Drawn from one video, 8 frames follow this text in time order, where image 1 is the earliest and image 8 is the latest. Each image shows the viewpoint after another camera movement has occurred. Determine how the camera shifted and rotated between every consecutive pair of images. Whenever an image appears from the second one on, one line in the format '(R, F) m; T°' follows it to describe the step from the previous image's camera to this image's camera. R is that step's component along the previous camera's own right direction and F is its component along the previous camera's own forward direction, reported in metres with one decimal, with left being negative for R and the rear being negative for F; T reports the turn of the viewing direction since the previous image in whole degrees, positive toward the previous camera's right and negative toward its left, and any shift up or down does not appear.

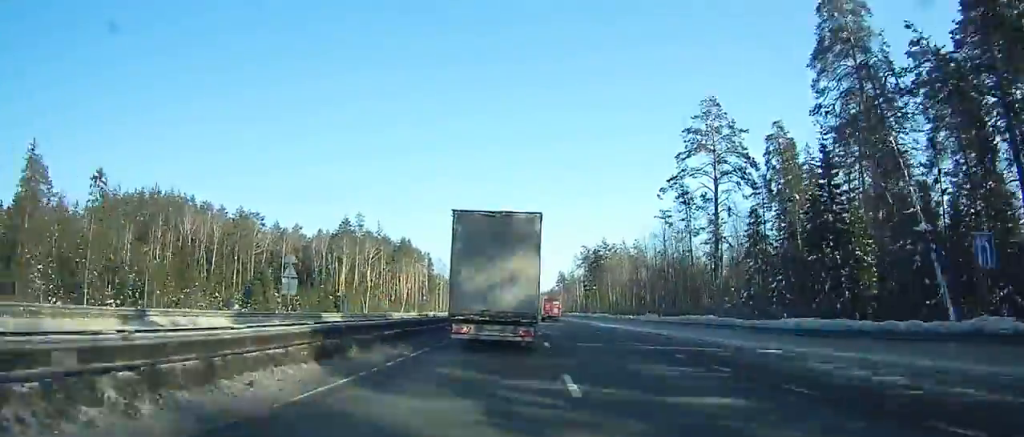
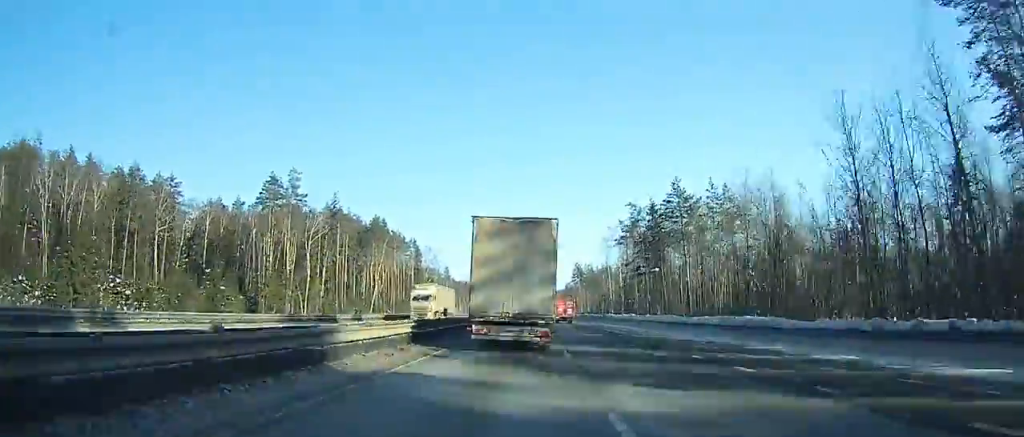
(-0.2, +53.3) m; 0°
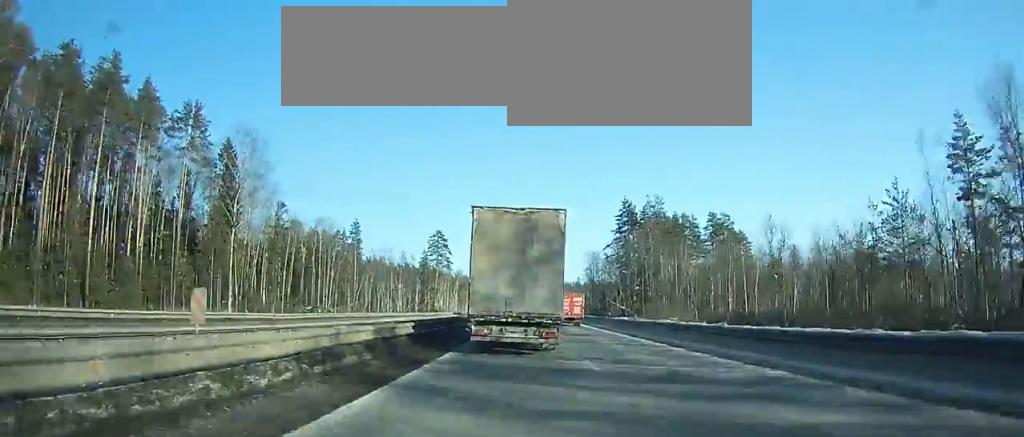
(+0.3, +148.1) m; 0°
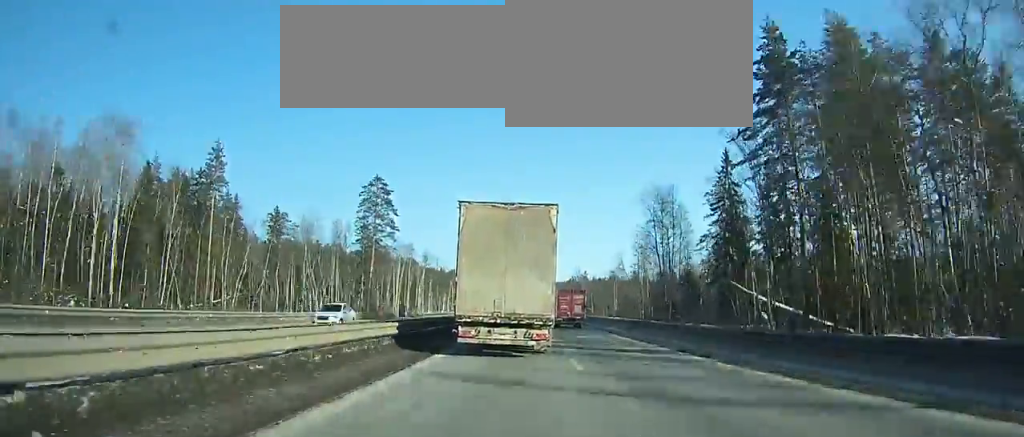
(0.0, +71.8) m; 0°
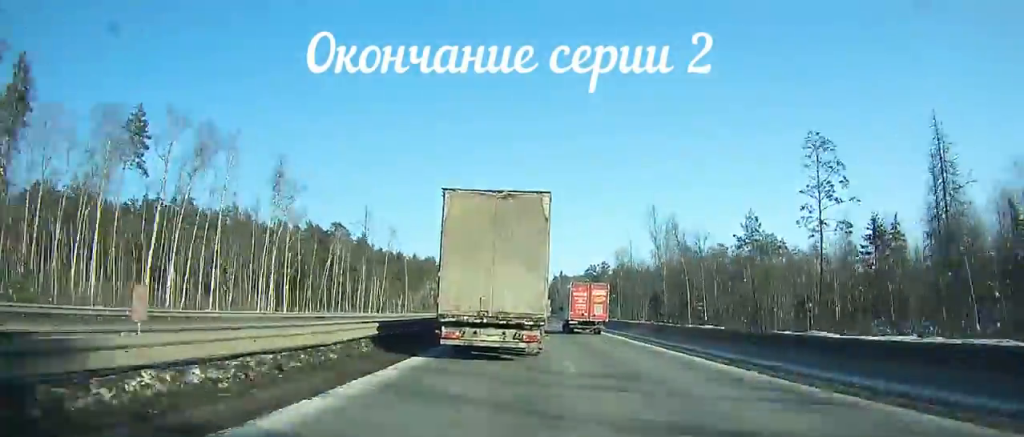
(0.0, +97.0) m; 0°
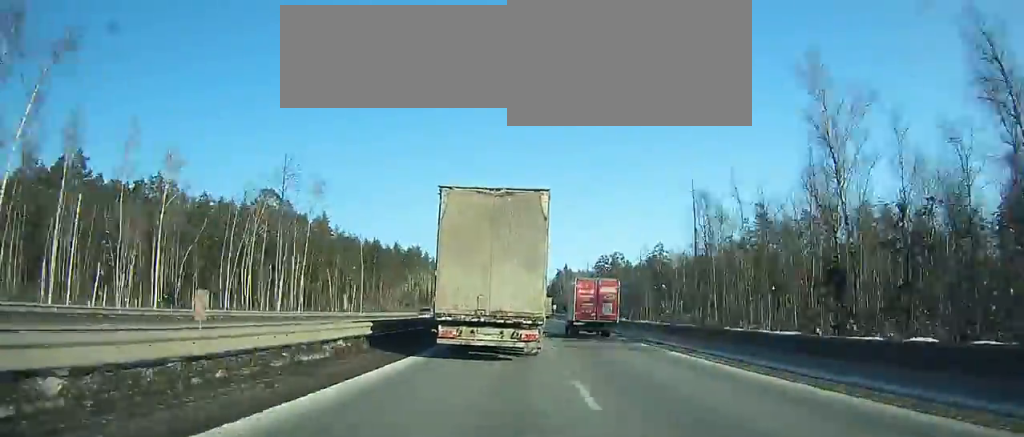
(0.0, +40.7) m; 0°
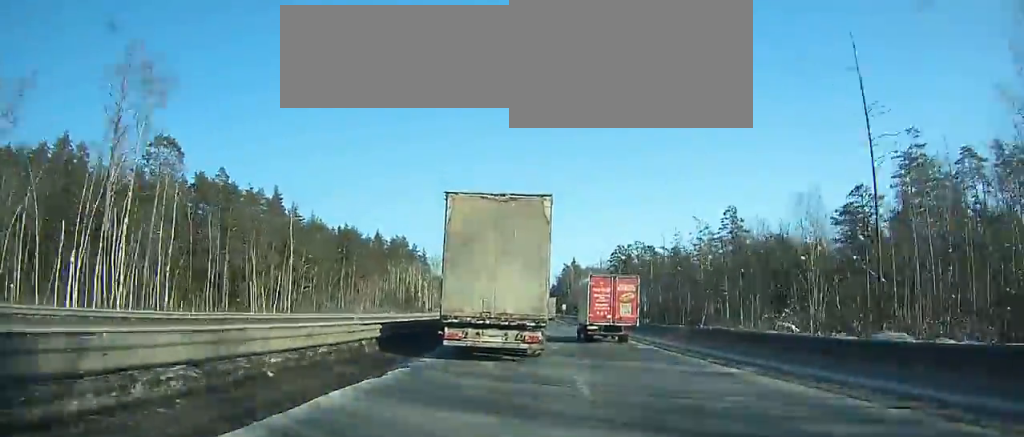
(-0.1, +35.6) m; 0°
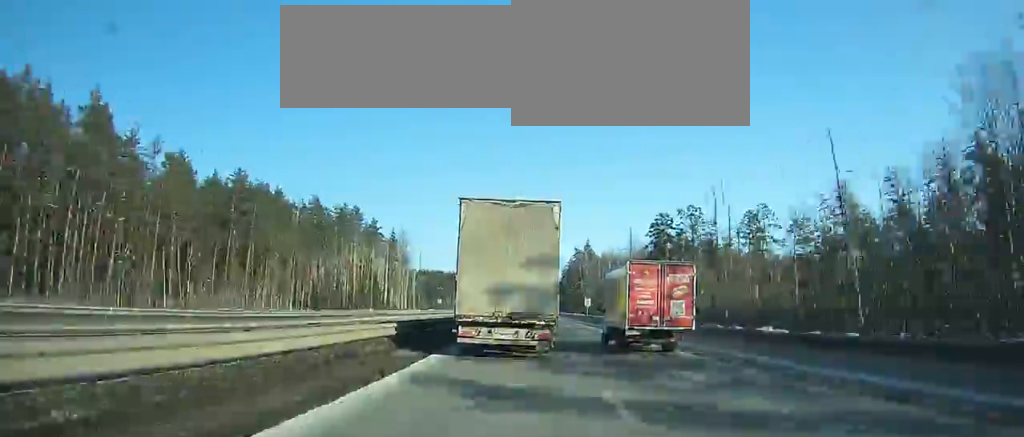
(-0.1, +63.3) m; 0°
